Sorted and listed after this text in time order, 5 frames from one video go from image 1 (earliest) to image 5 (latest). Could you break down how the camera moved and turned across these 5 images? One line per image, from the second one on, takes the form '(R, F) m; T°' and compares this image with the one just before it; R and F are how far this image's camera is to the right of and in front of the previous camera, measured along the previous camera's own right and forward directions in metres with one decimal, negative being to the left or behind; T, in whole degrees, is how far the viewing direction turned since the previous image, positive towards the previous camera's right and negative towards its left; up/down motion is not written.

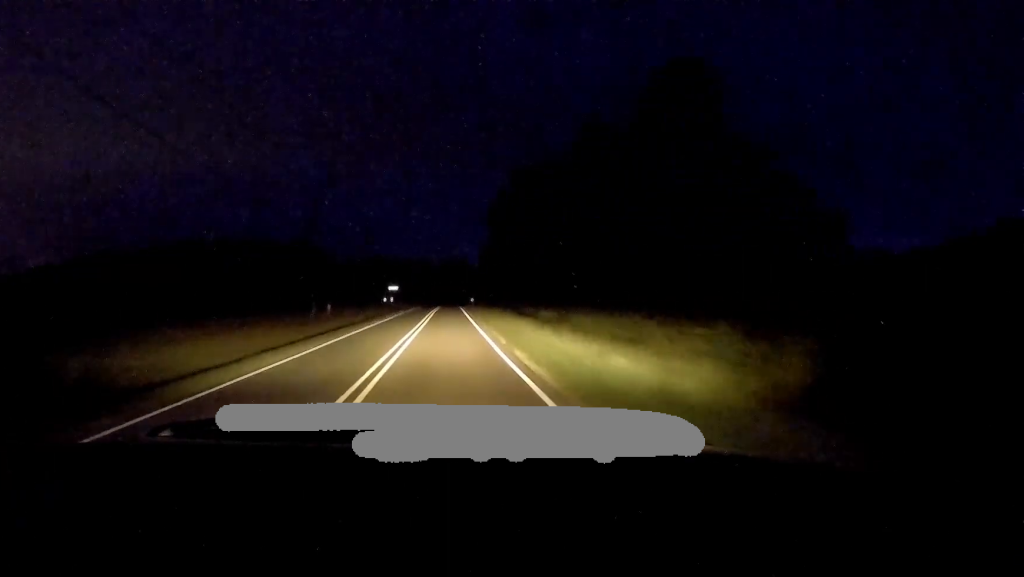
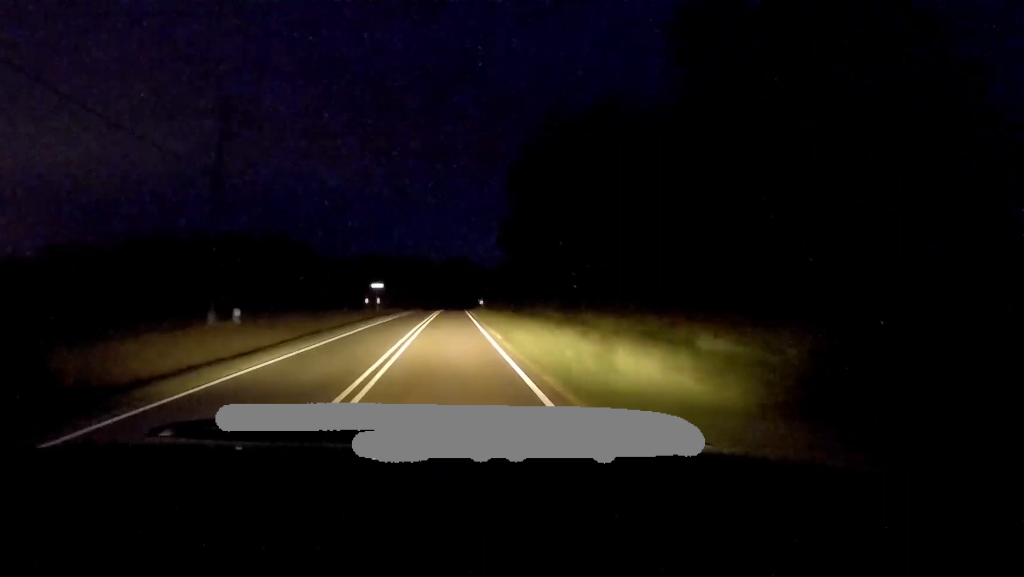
(-0.9, +24.0) m; -2°
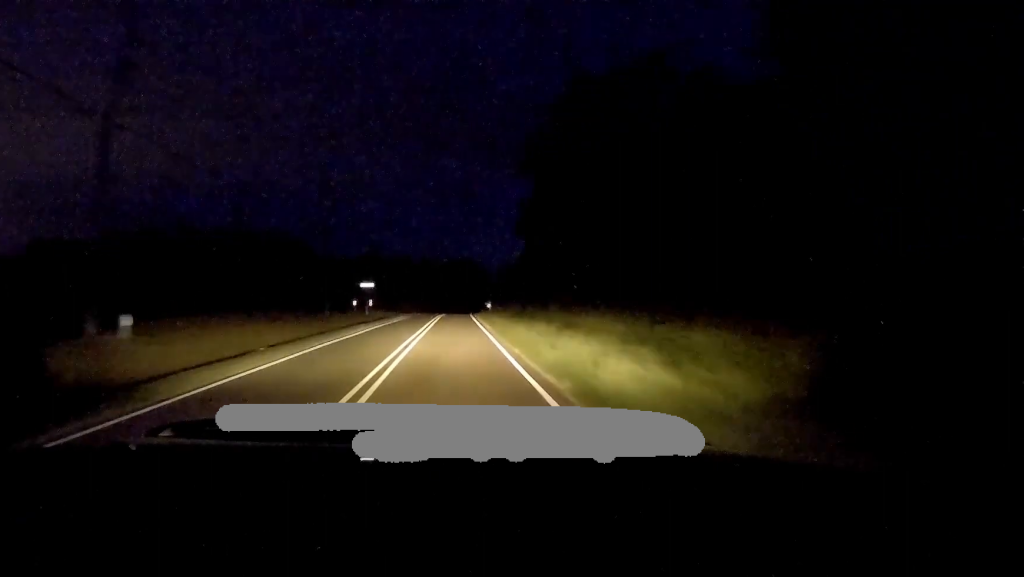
(+0.1, +11.2) m; +1°
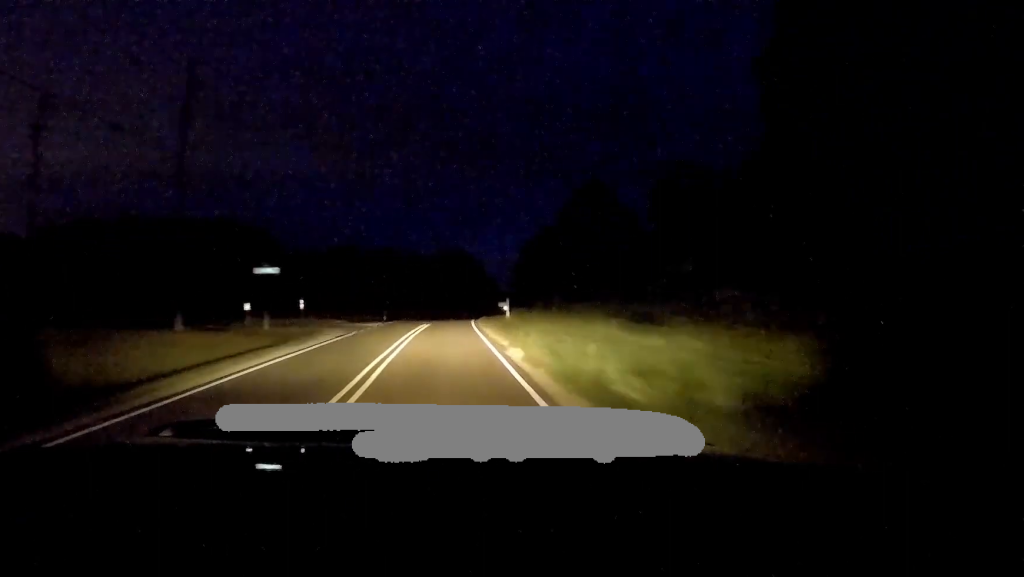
(+0.6, +32.0) m; +1°
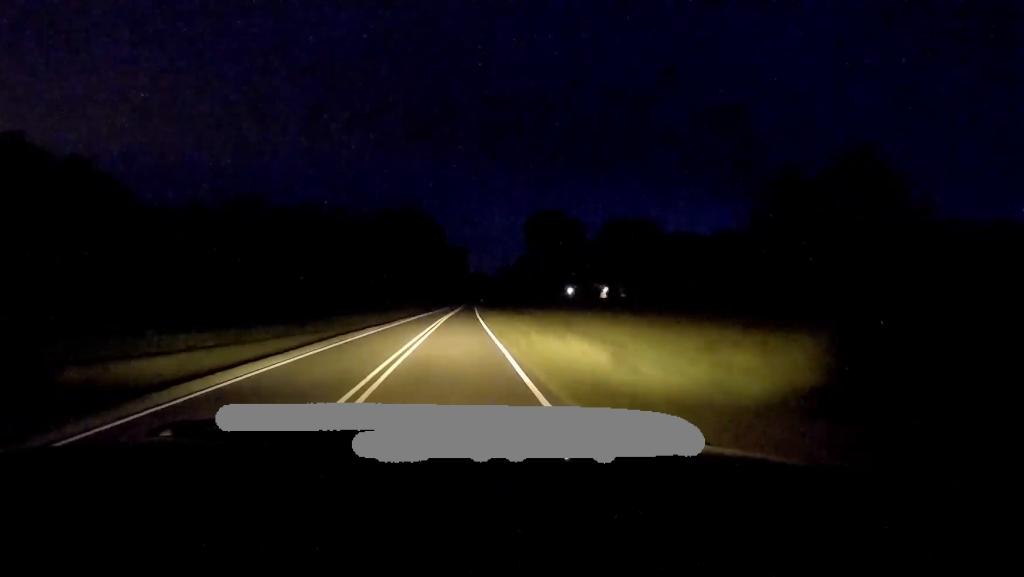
(+1.0, +71.6) m; +2°
